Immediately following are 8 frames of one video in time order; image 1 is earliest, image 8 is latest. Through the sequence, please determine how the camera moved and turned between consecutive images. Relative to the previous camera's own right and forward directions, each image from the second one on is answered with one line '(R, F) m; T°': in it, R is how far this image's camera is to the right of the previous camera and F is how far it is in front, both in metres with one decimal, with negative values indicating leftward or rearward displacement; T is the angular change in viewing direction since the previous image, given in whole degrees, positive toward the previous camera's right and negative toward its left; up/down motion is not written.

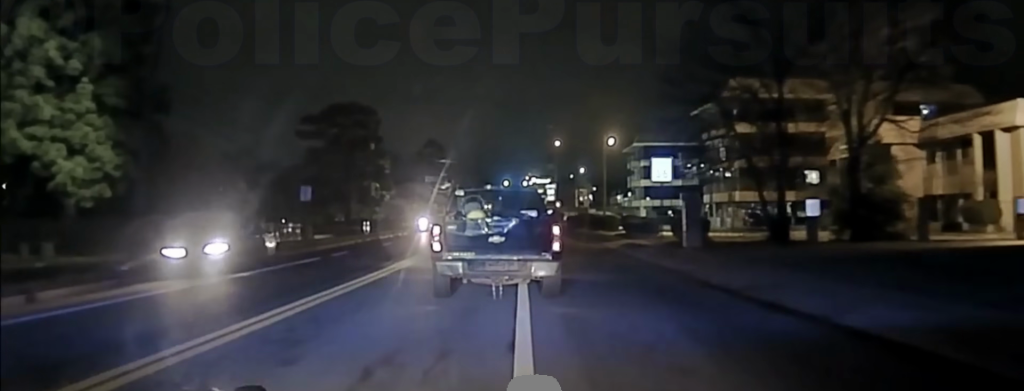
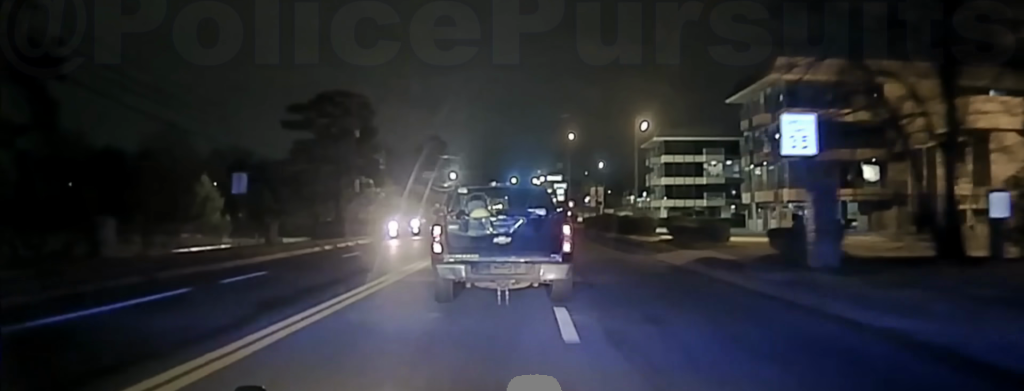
(-0.2, +14.3) m; 0°
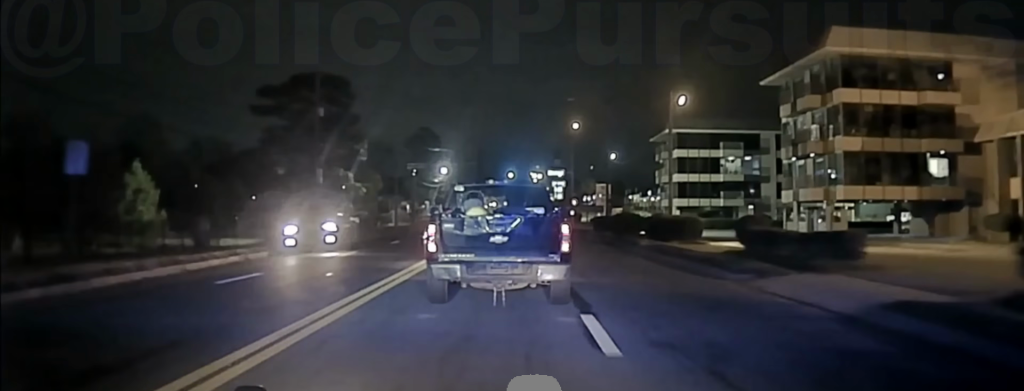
(+0.1, +13.2) m; +1°
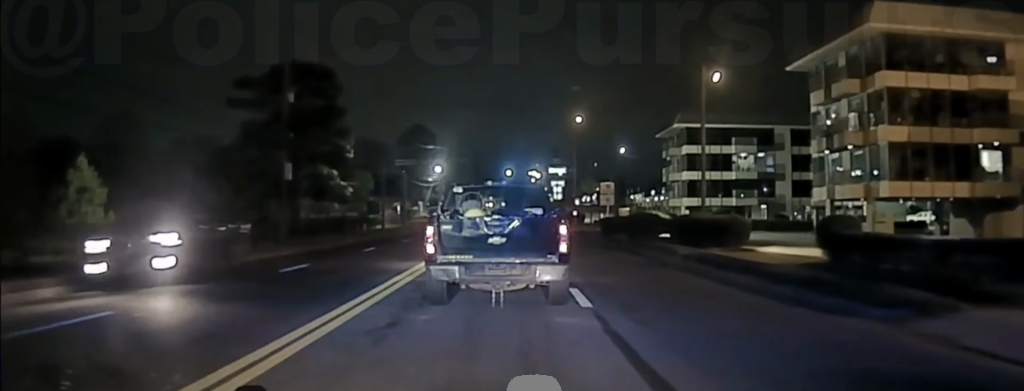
(0.0, +6.9) m; 0°
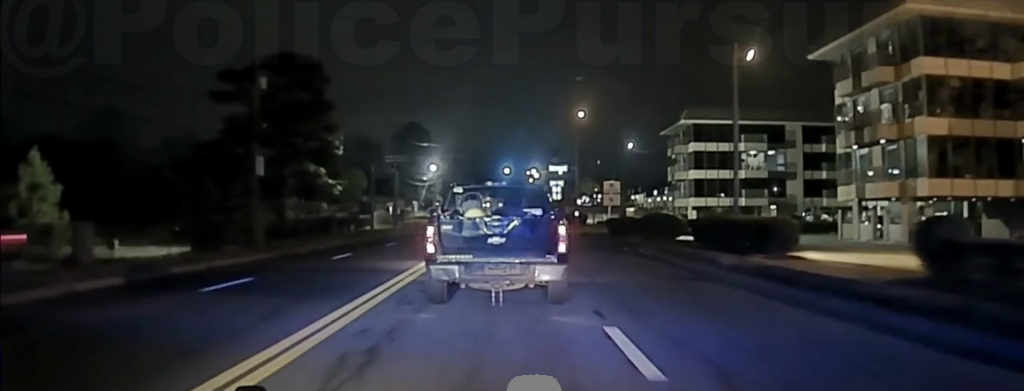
(0.0, +4.9) m; 0°
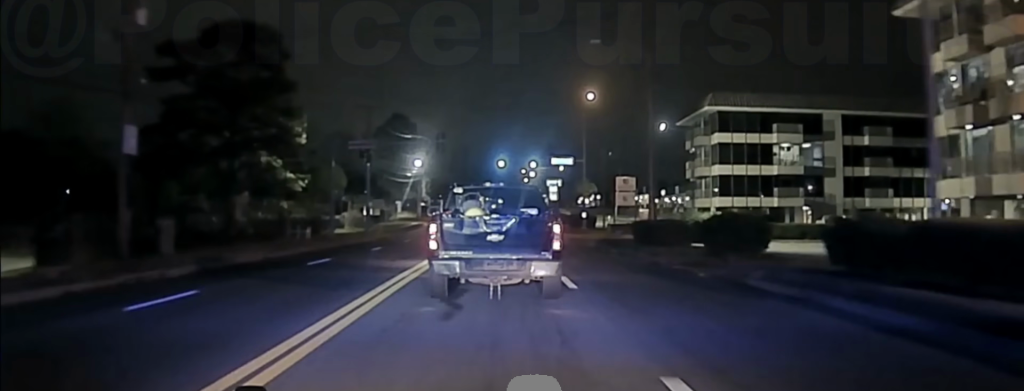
(-0.1, +13.6) m; 0°
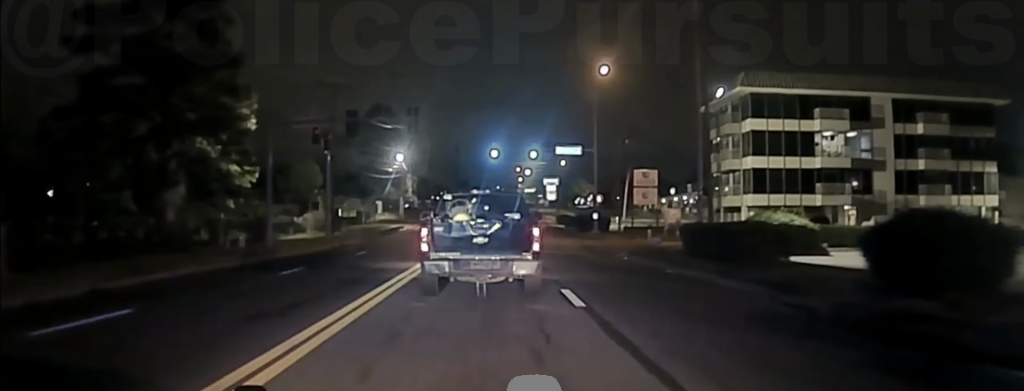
(+0.2, +14.4) m; 0°
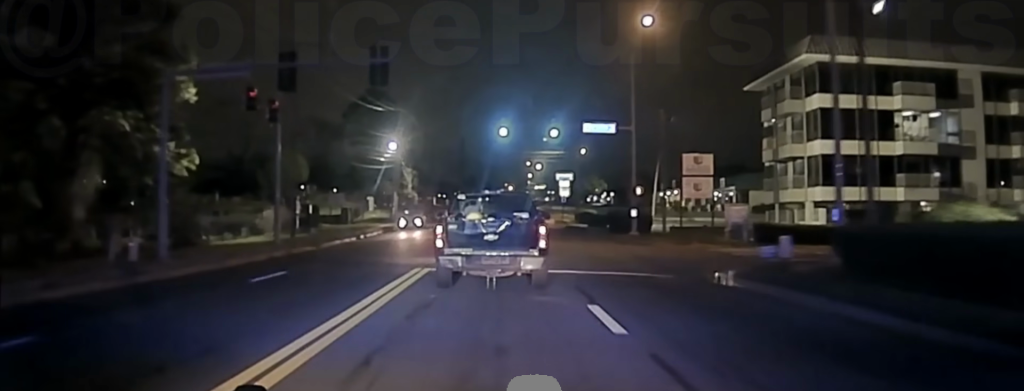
(-0.2, +15.2) m; 0°
